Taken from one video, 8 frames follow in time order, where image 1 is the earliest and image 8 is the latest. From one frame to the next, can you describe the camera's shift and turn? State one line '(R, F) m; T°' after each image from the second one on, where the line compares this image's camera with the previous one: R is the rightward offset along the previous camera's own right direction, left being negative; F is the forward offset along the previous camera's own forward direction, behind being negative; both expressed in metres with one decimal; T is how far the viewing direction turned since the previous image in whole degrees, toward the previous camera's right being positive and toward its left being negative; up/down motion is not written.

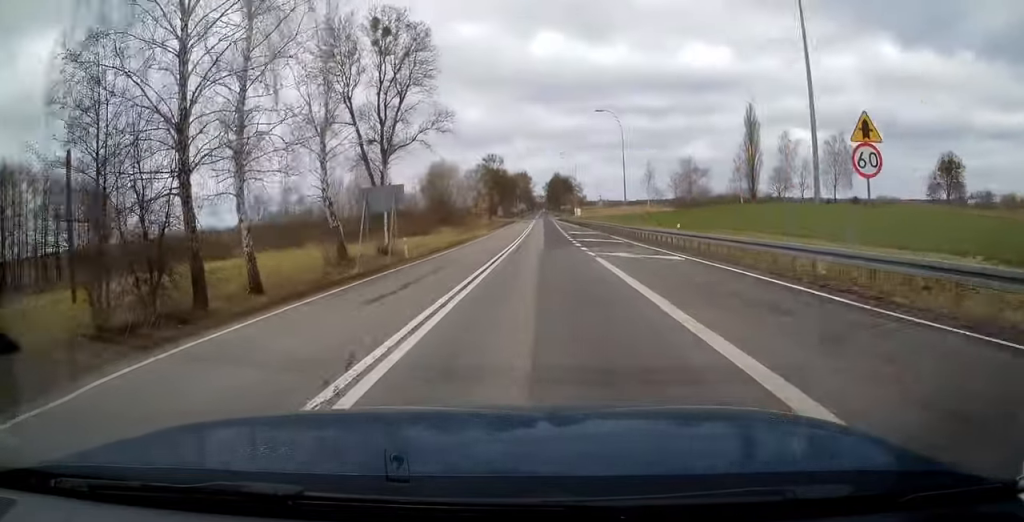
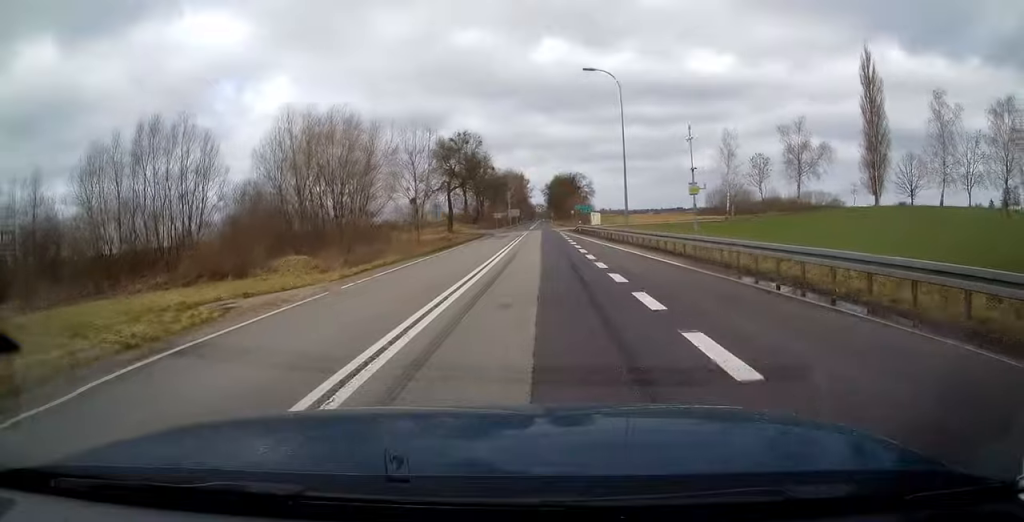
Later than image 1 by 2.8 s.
(-0.3, +54.9) m; 0°
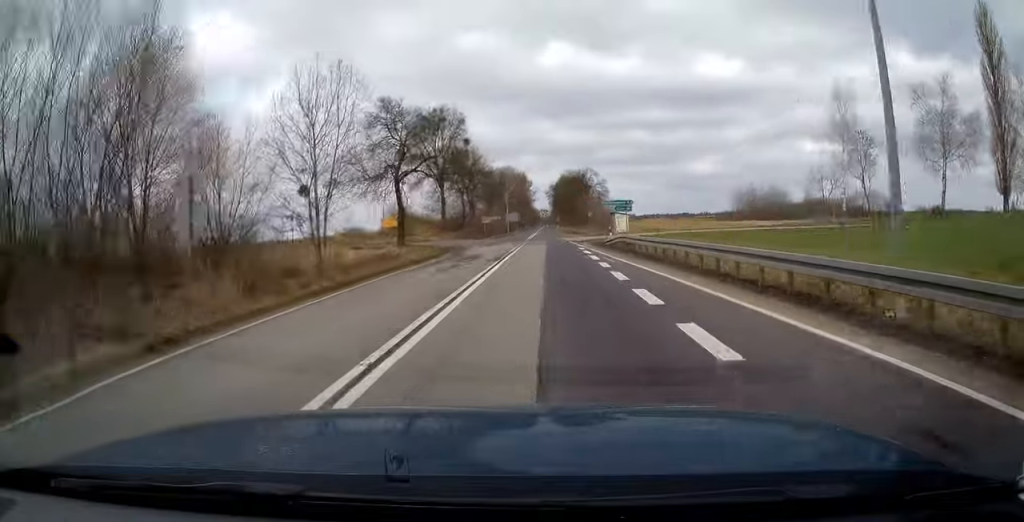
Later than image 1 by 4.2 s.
(0.0, +28.5) m; 0°
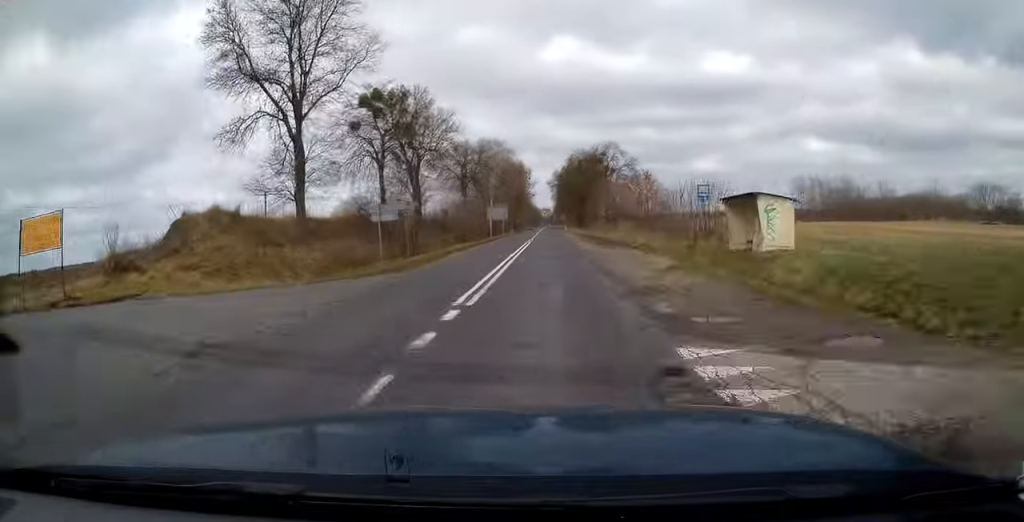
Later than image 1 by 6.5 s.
(0.0, +48.8) m; 0°
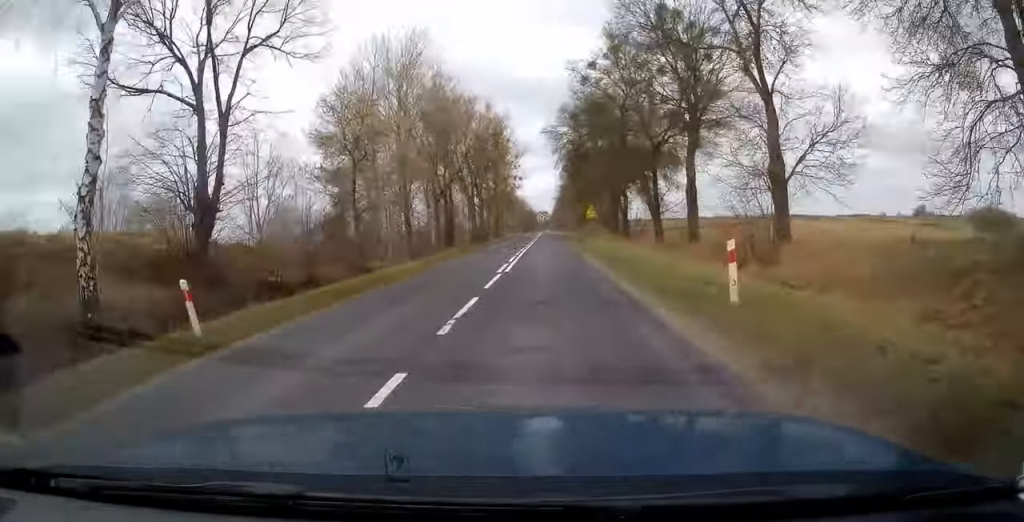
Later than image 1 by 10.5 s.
(-0.1, +88.9) m; 0°
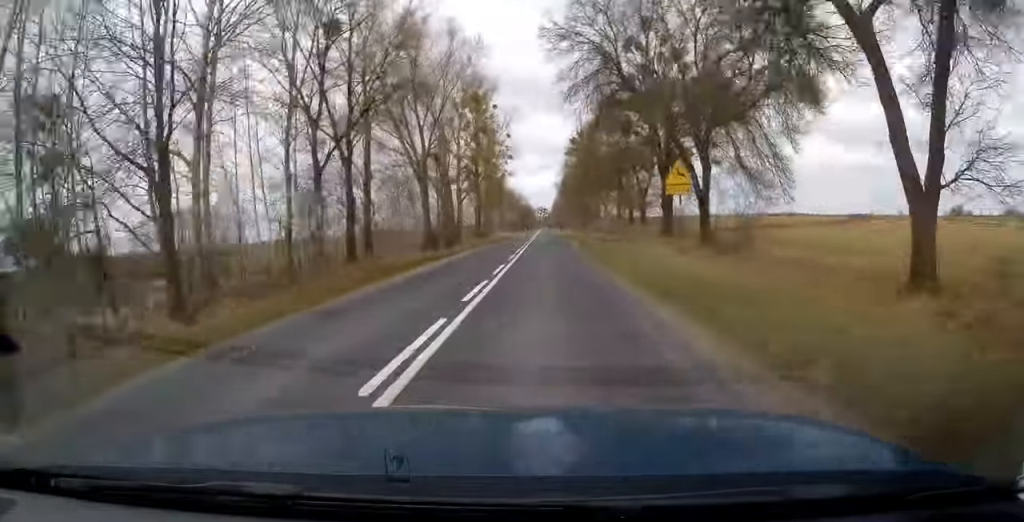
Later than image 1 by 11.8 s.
(+0.1, +32.3) m; 0°
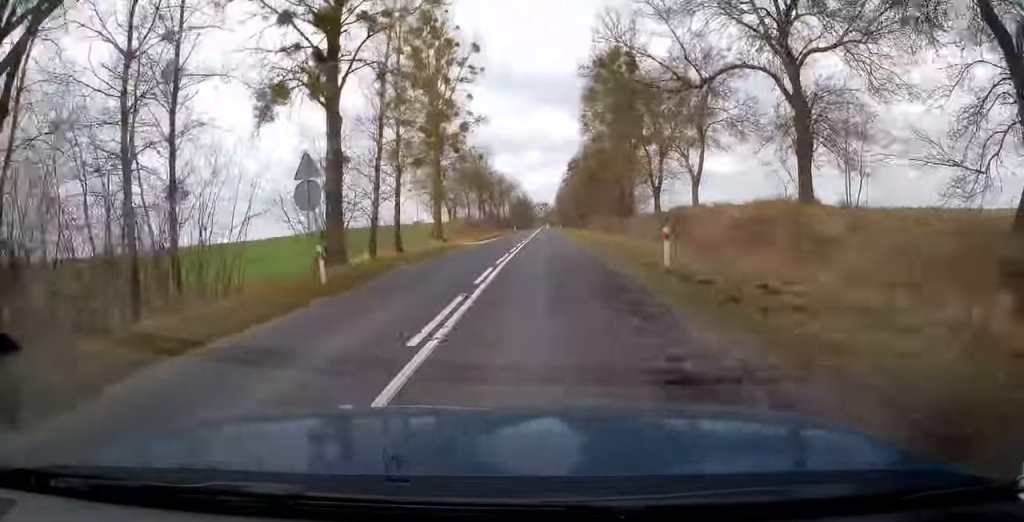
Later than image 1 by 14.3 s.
(+0.1, +60.2) m; 0°
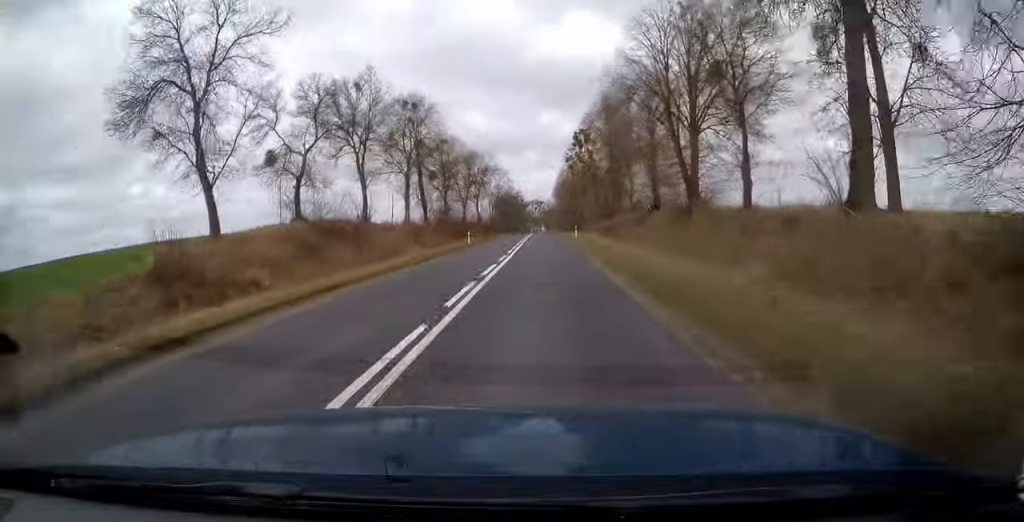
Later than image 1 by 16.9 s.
(-0.2, +64.7) m; 0°
